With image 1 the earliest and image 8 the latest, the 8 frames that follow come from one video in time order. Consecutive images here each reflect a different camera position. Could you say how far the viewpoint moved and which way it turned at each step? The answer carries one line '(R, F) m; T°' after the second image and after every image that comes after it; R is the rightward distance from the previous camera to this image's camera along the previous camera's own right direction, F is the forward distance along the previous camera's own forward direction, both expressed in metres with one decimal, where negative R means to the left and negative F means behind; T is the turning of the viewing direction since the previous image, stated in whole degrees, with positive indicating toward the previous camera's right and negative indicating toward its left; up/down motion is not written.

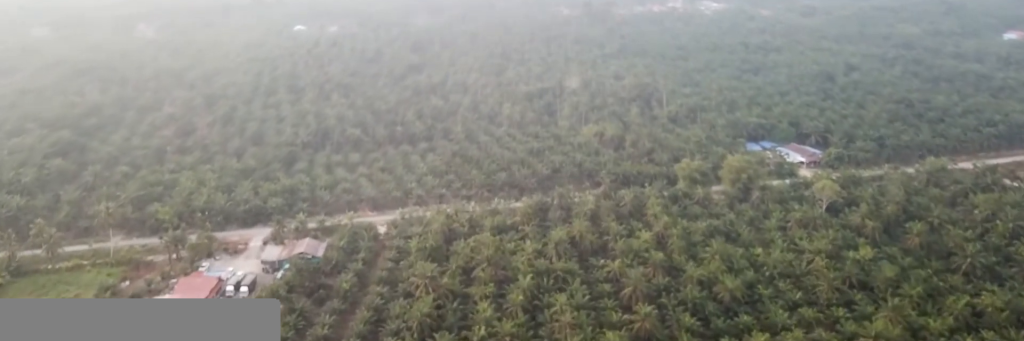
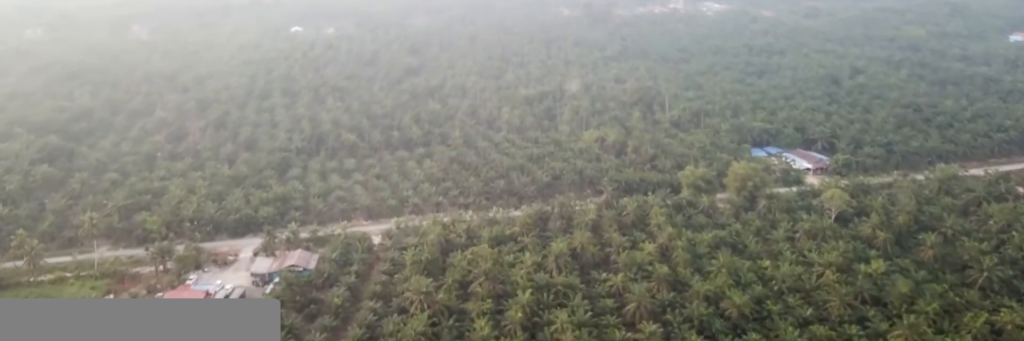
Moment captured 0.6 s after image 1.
(0.0, +8.9) m; 0°
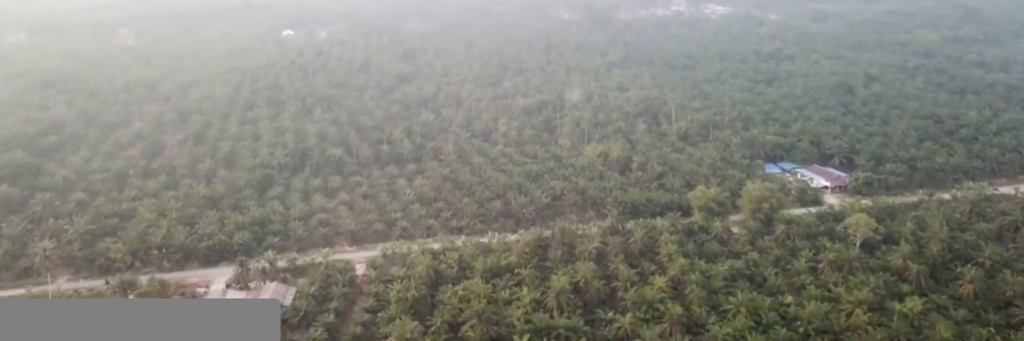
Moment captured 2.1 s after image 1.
(0.0, +22.5) m; 0°
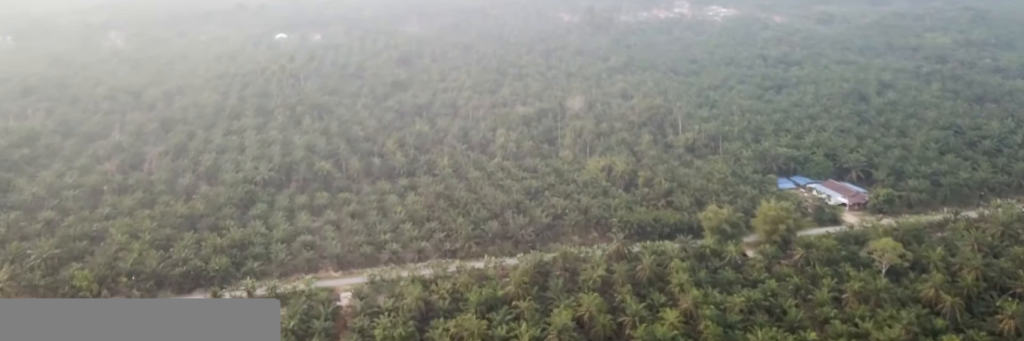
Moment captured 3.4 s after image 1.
(-0.2, +19.5) m; -1°
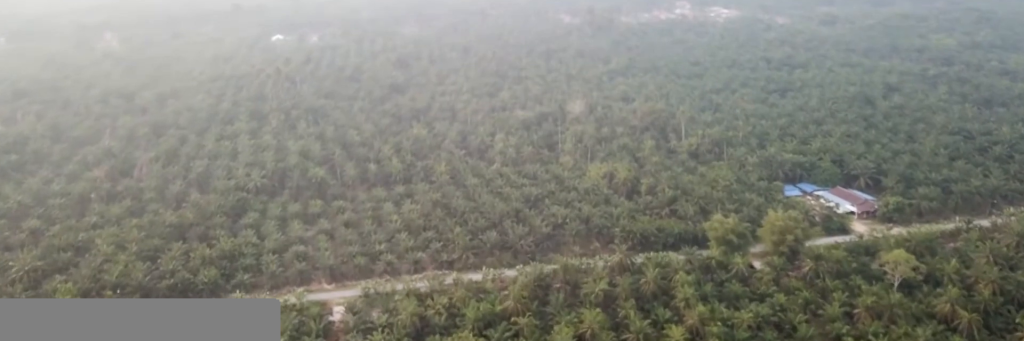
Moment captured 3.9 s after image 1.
(0.0, +8.0) m; 0°
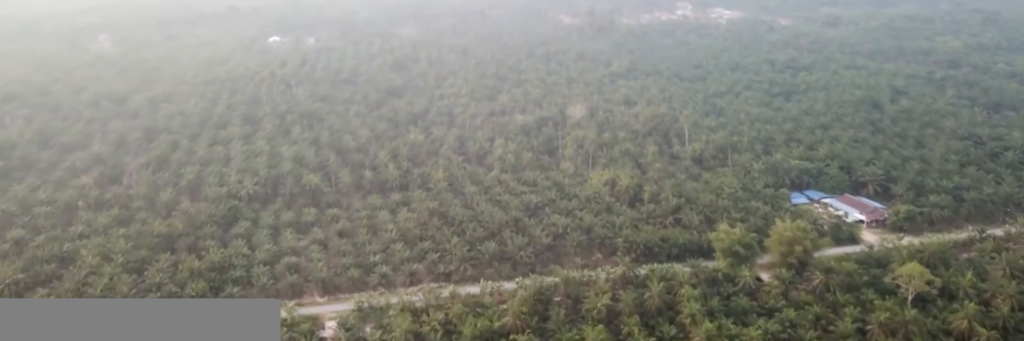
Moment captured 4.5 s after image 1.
(0.0, +8.5) m; +1°
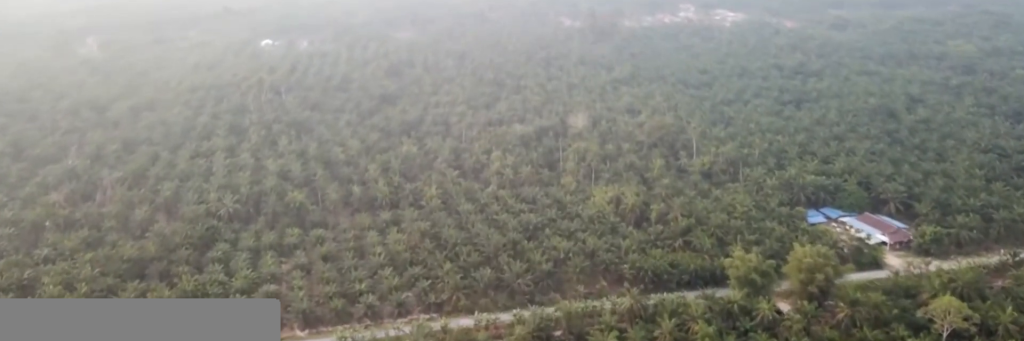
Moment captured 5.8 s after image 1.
(+0.3, +19.2) m; +1°
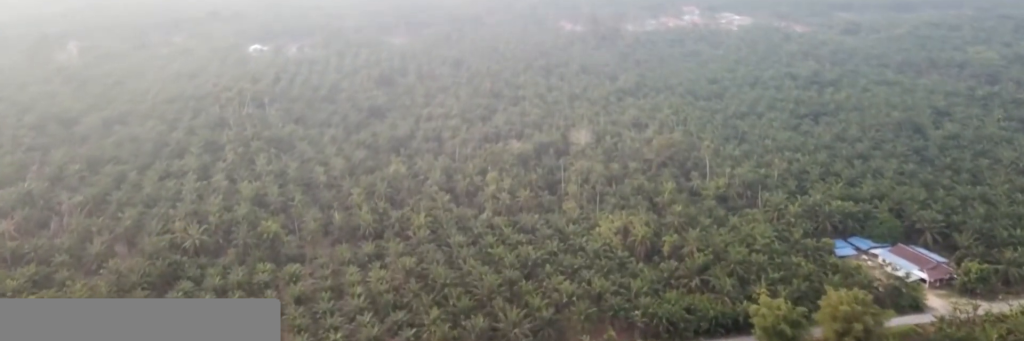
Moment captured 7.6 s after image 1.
(0.0, +26.9) m; 0°
